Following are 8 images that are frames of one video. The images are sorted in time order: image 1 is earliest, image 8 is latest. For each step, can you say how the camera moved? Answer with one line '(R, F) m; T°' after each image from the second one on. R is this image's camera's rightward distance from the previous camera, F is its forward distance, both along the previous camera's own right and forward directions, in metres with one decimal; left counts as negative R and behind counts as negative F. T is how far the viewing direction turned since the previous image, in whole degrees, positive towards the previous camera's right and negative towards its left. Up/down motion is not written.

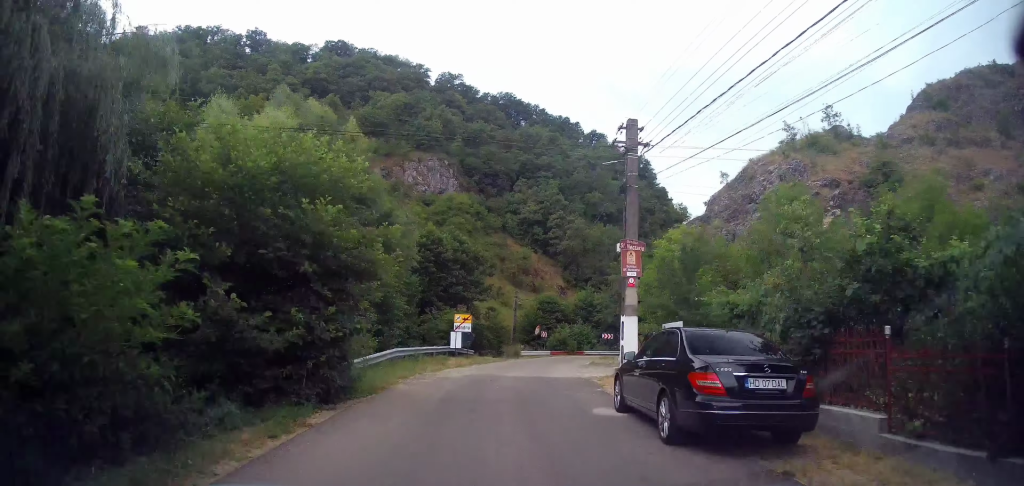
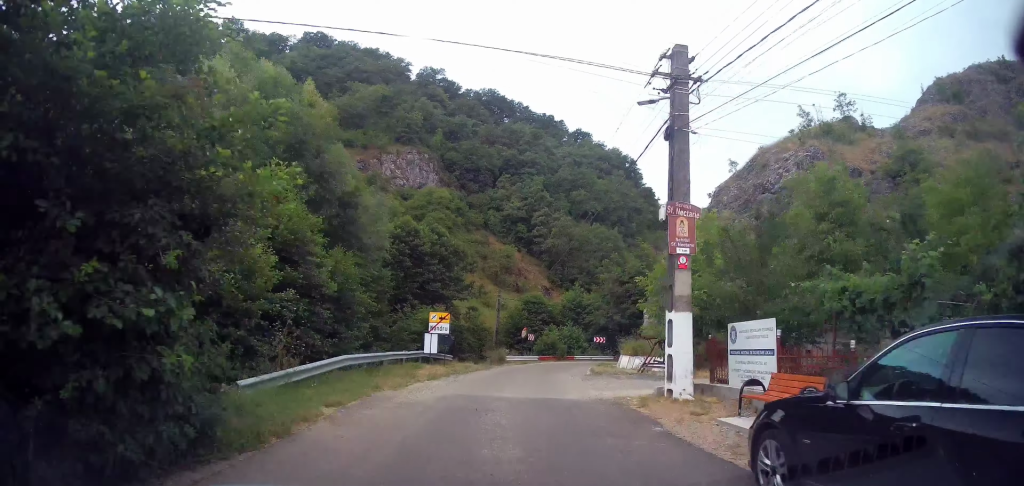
(0.0, +5.4) m; +3°
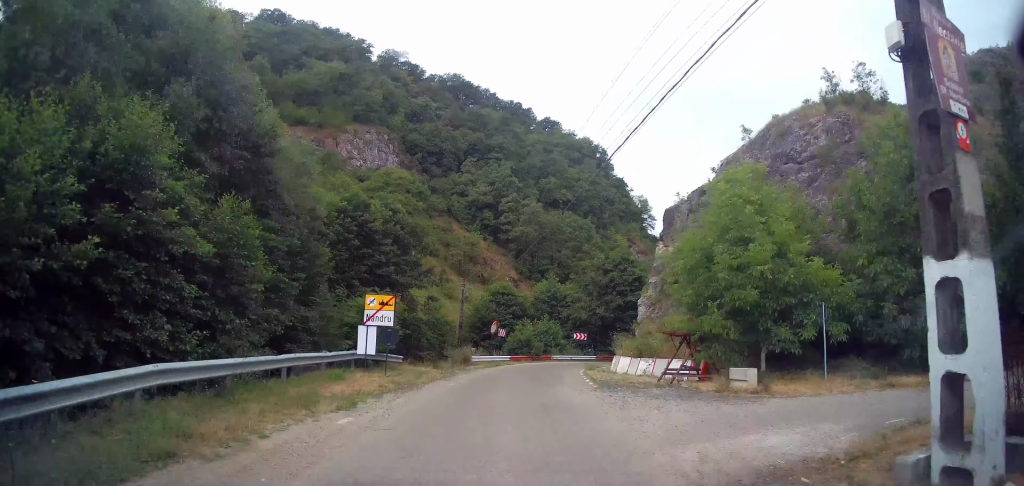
(+0.6, +8.1) m; +7°
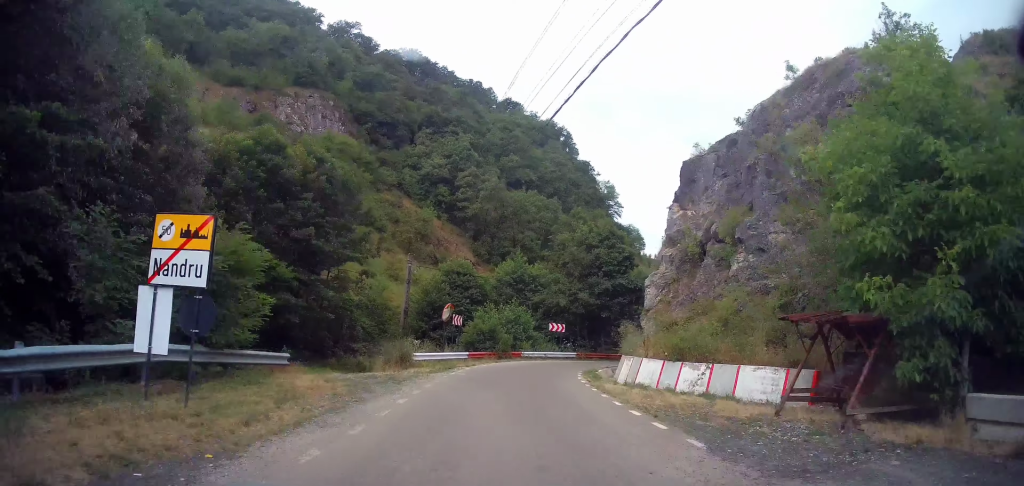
(+0.8, +10.5) m; +2°
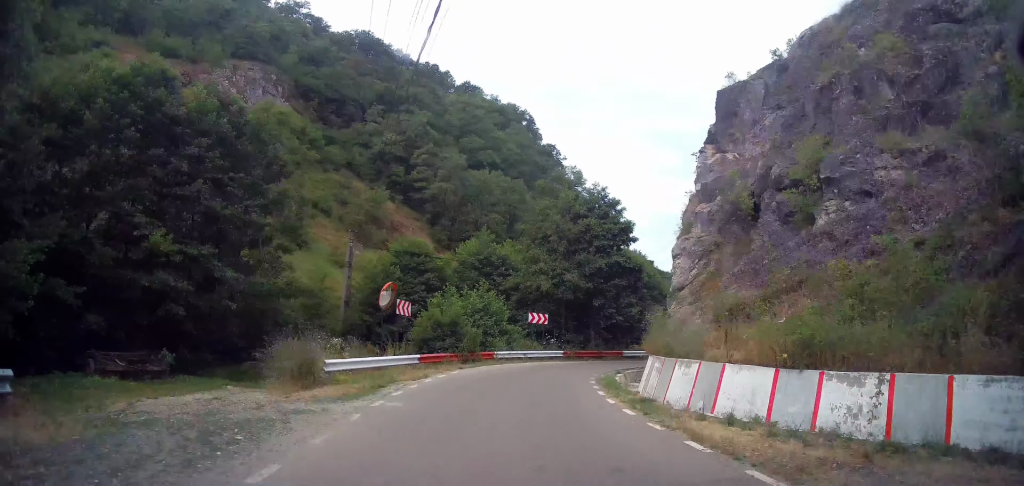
(-0.4, +8.4) m; +3°
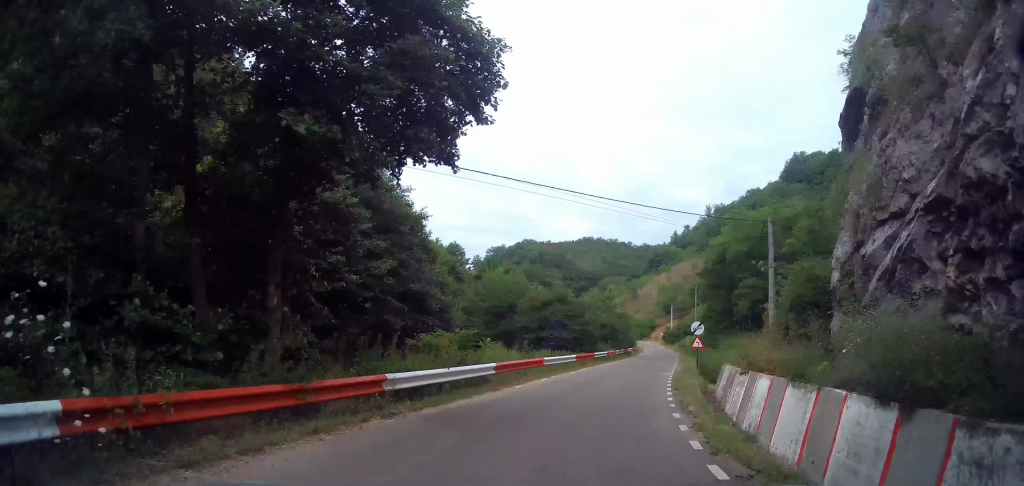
(+7.1, +24.0) m; +36°
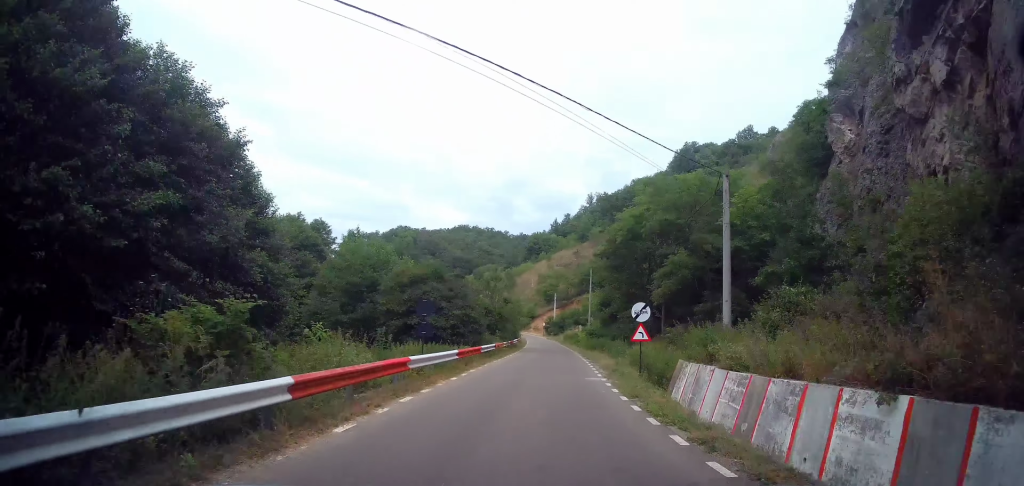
(+1.0, +8.1) m; +11°
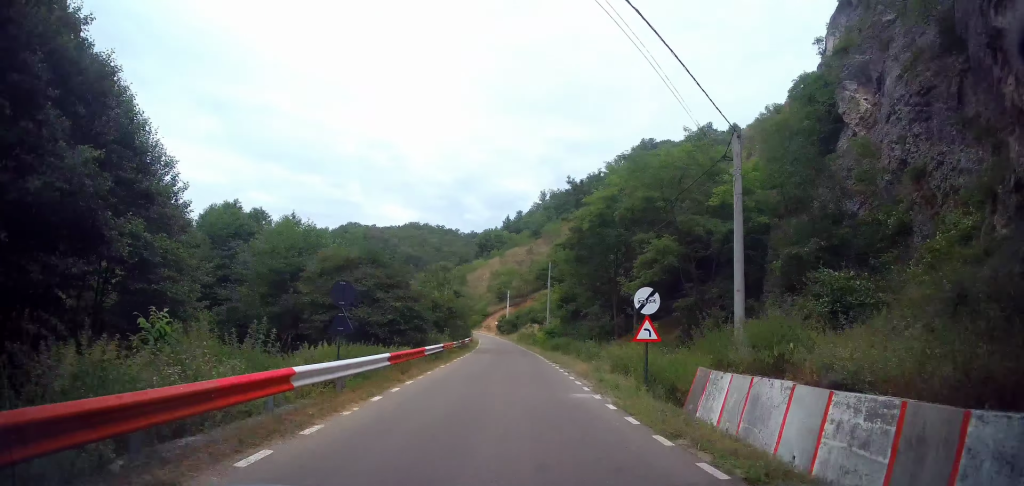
(+0.3, +4.8) m; +4°
